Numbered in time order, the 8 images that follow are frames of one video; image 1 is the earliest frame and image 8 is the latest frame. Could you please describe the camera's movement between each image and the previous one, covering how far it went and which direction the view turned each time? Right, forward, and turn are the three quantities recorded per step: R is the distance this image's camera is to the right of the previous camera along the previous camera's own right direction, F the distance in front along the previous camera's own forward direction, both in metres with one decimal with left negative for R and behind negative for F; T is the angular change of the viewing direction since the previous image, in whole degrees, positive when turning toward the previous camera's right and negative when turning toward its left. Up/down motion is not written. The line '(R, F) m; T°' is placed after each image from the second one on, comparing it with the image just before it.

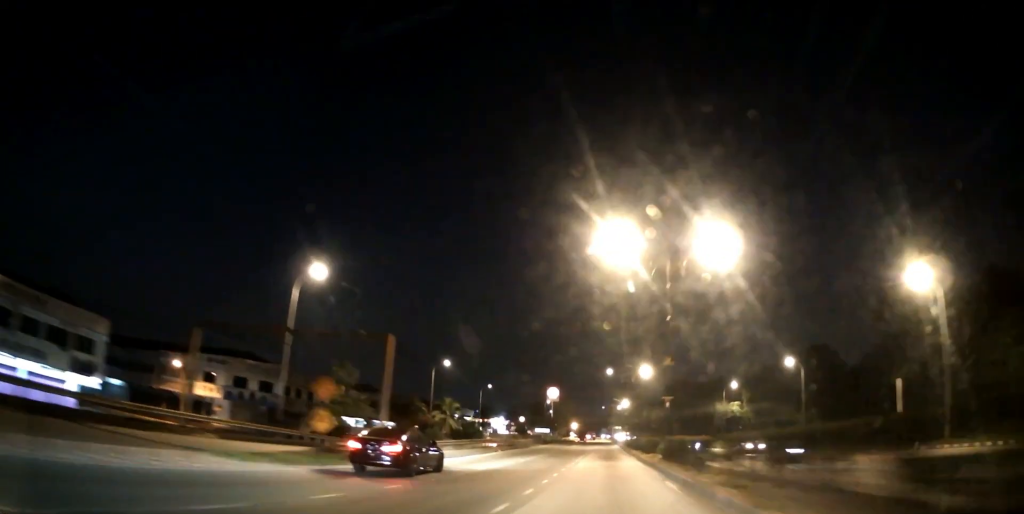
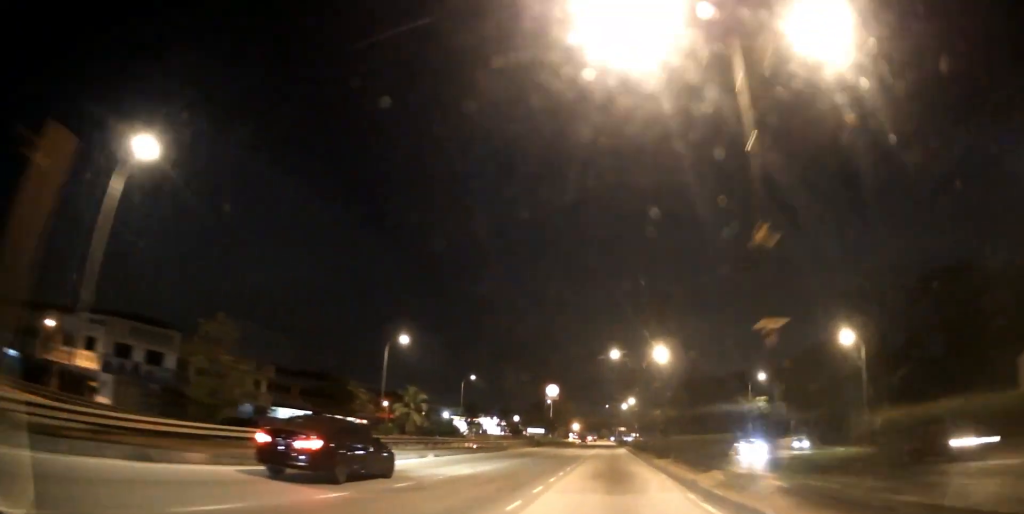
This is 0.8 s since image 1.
(-0.1, +19.6) m; 0°
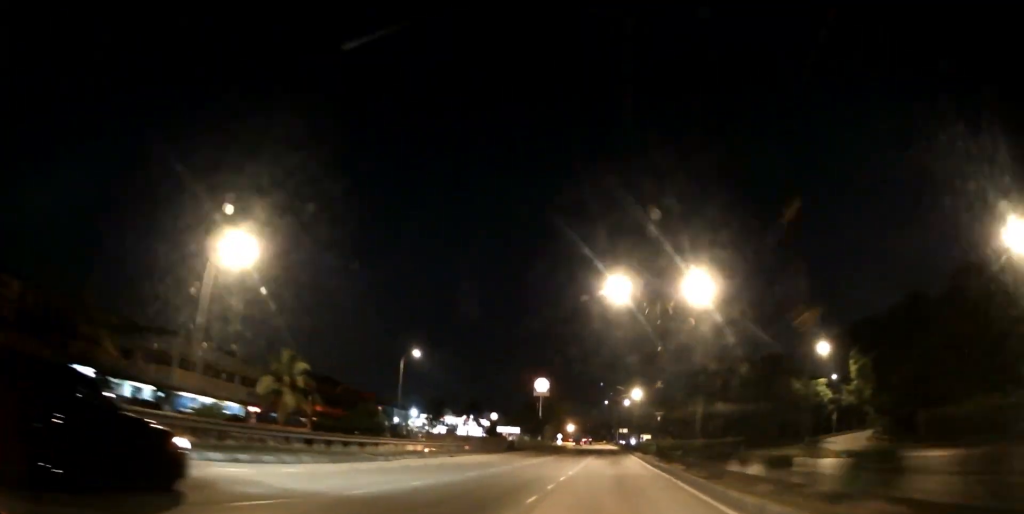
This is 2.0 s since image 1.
(-0.1, +32.5) m; 0°
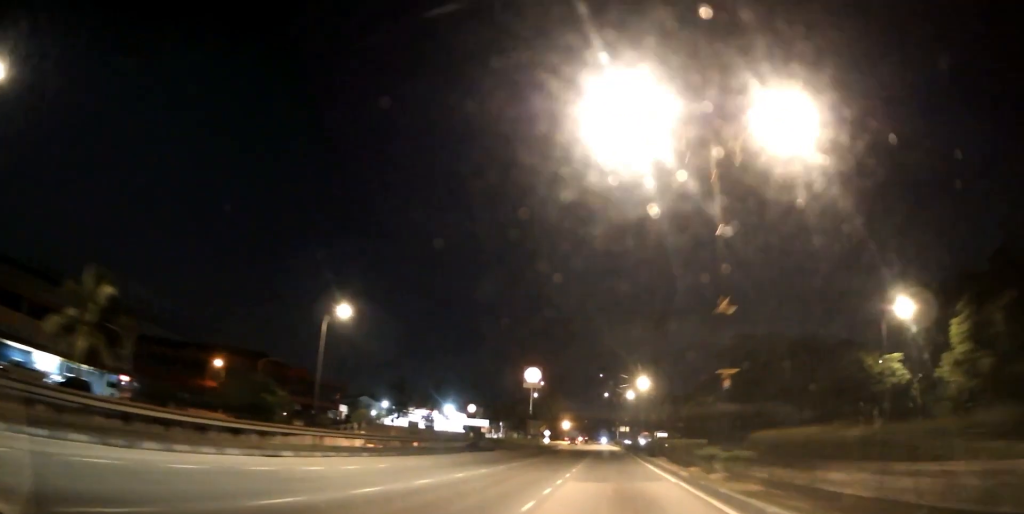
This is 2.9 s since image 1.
(0.0, +23.2) m; 0°
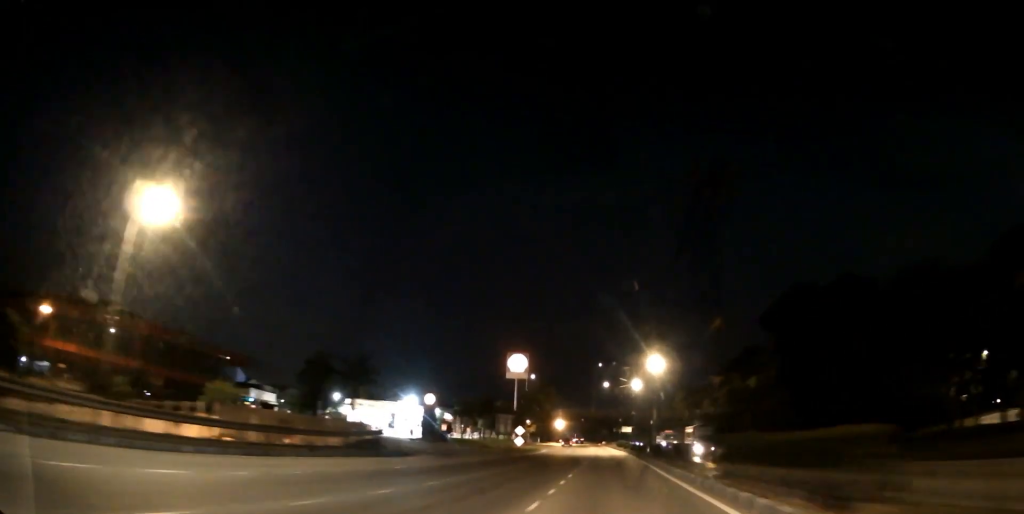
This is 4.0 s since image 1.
(0.0, +27.2) m; 0°
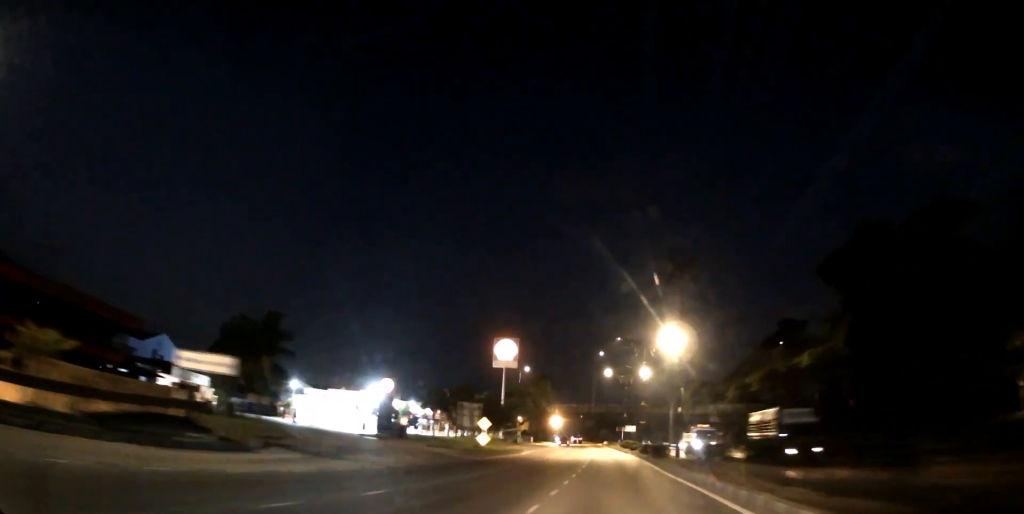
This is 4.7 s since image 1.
(0.0, +18.7) m; 0°
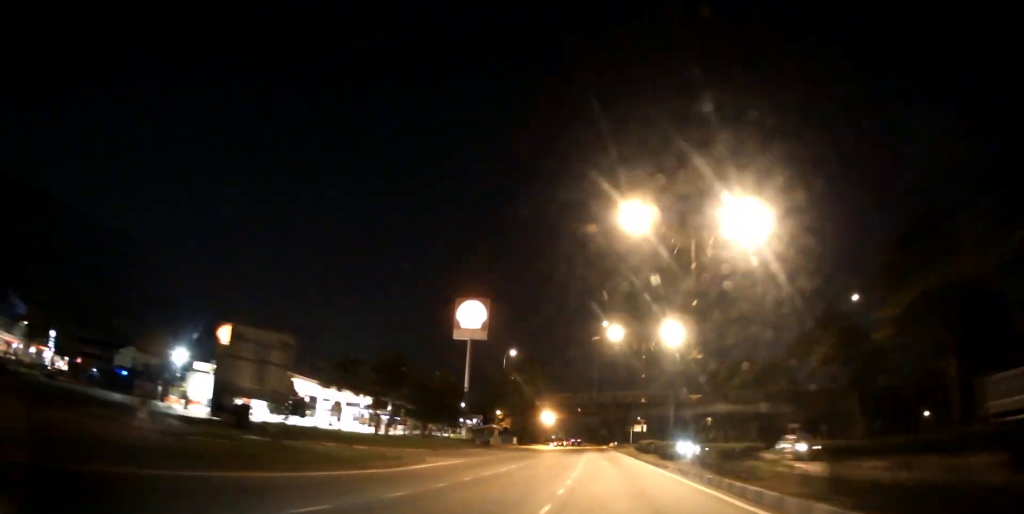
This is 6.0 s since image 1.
(-0.3, +33.2) m; -1°
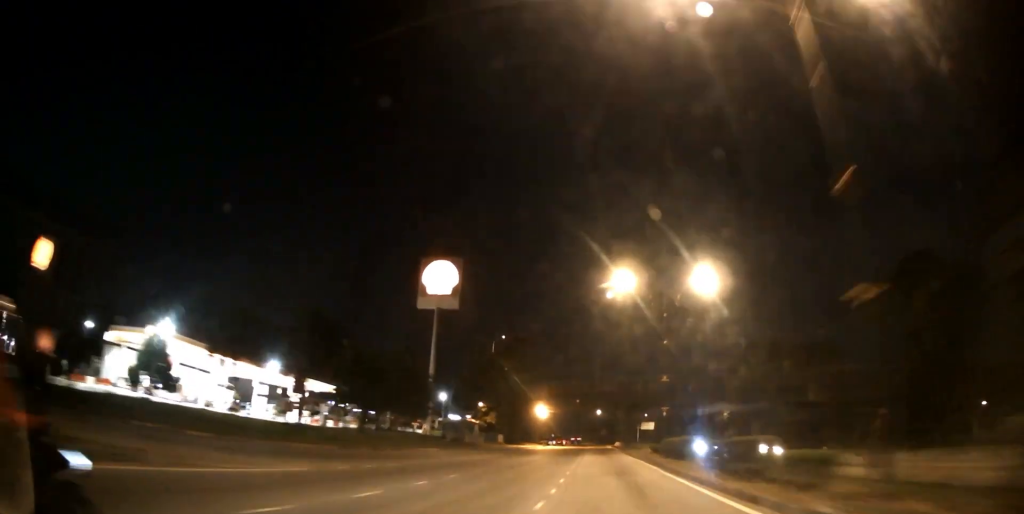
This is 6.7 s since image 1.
(0.0, +17.5) m; 0°
